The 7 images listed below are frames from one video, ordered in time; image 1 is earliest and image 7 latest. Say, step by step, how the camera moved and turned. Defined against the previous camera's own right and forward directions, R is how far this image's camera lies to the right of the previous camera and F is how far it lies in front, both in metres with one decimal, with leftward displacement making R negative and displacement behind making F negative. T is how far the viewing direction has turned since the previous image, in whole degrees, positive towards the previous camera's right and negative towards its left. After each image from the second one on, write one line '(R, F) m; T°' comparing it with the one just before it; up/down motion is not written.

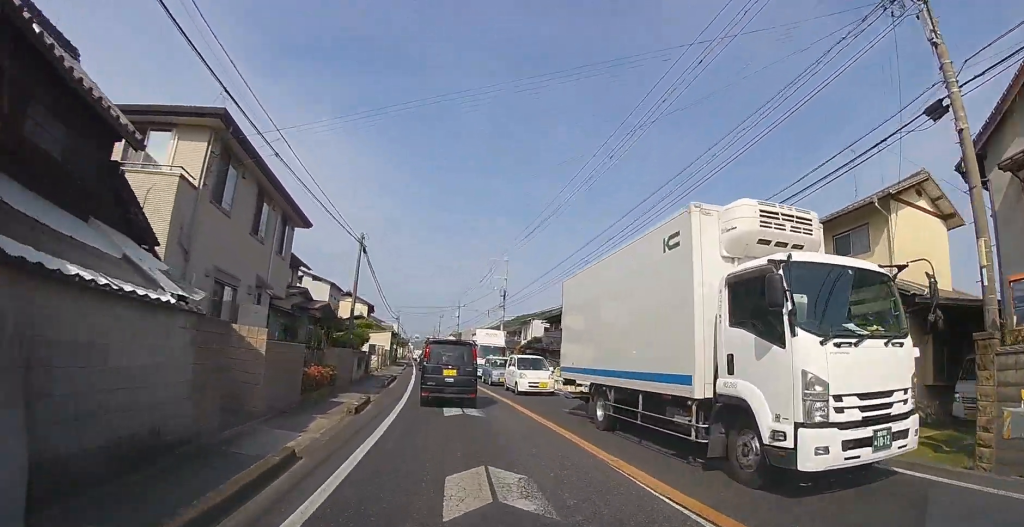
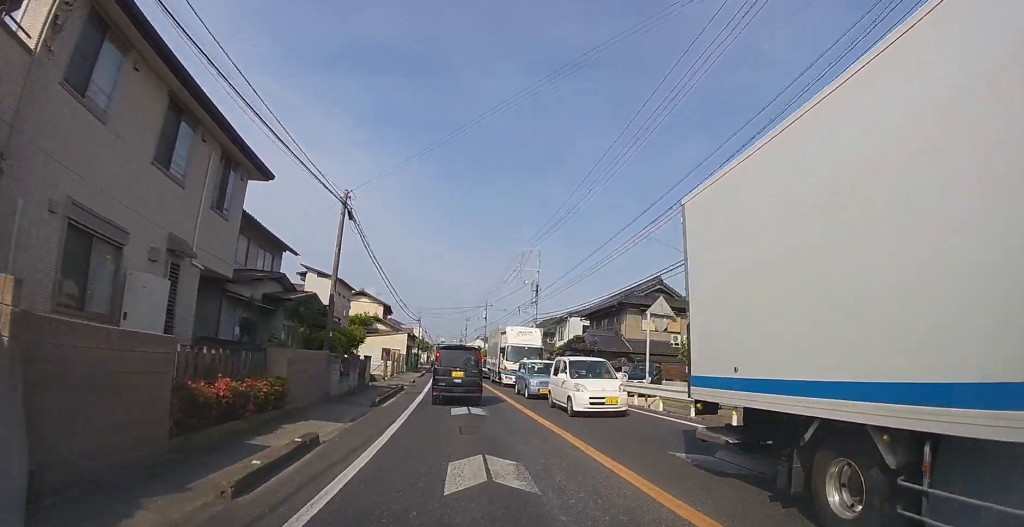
(-0.2, +6.6) m; -2°
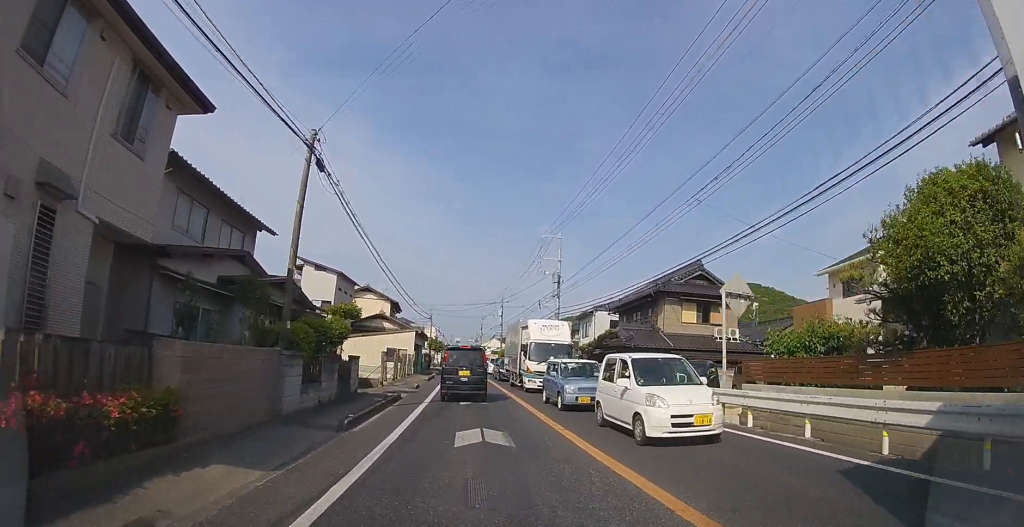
(0.0, +4.5) m; -1°
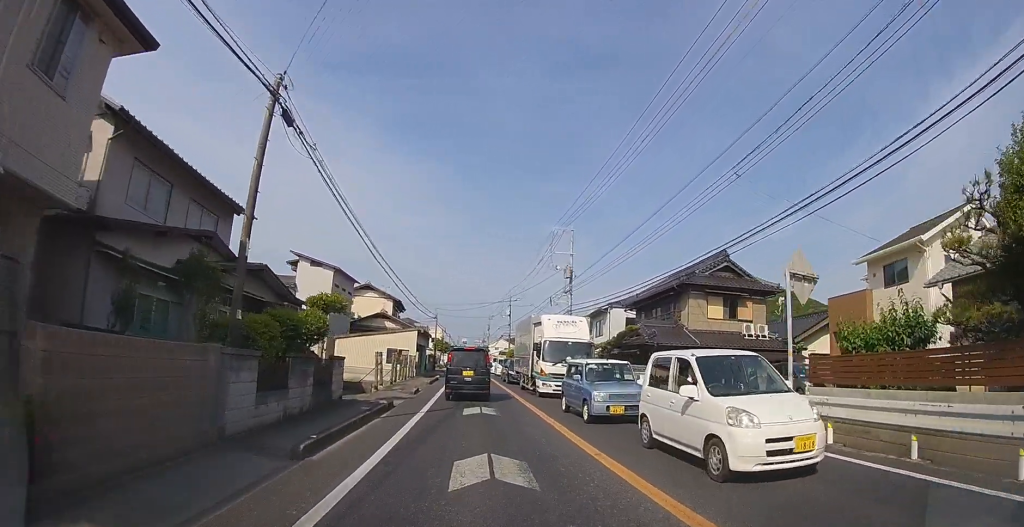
(0.0, +2.5) m; -1°
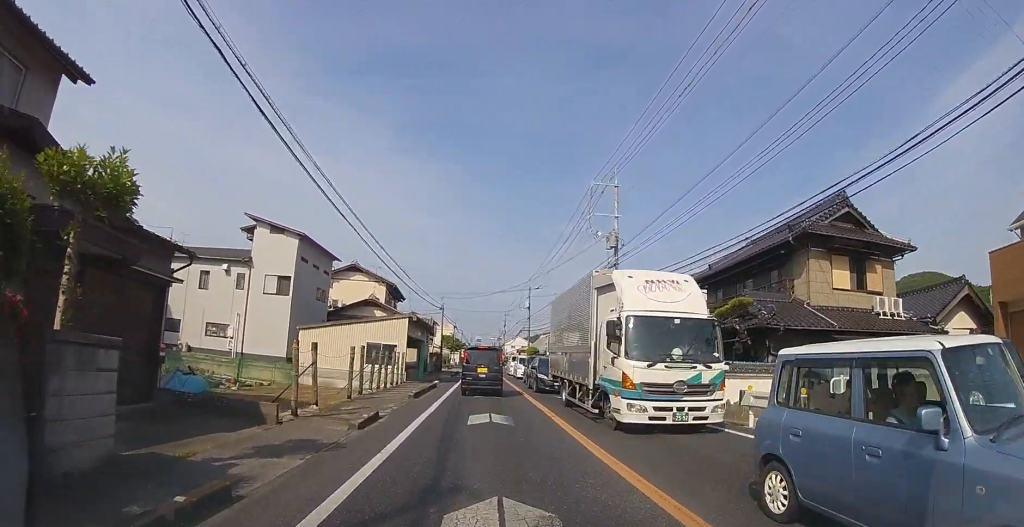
(-0.3, +9.2) m; -3°
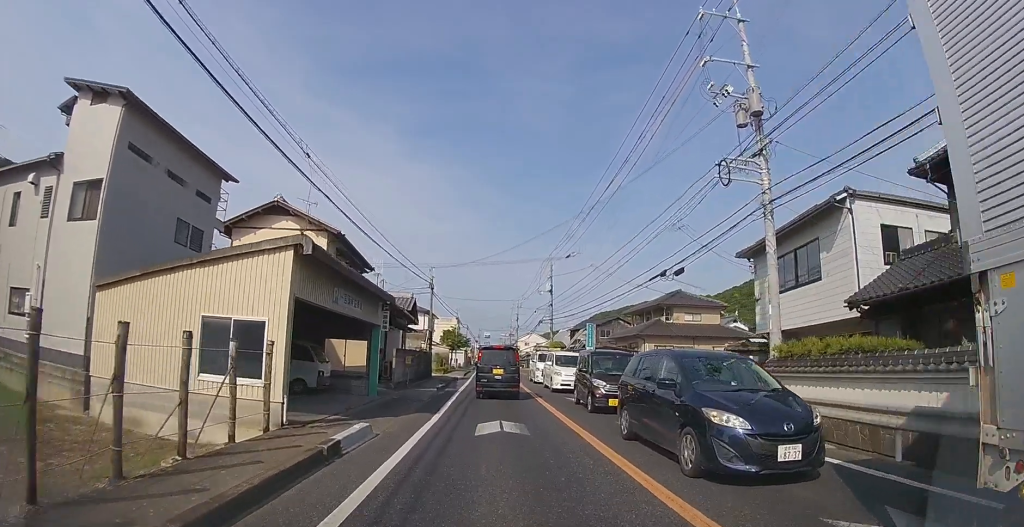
(-0.1, +14.8) m; -1°
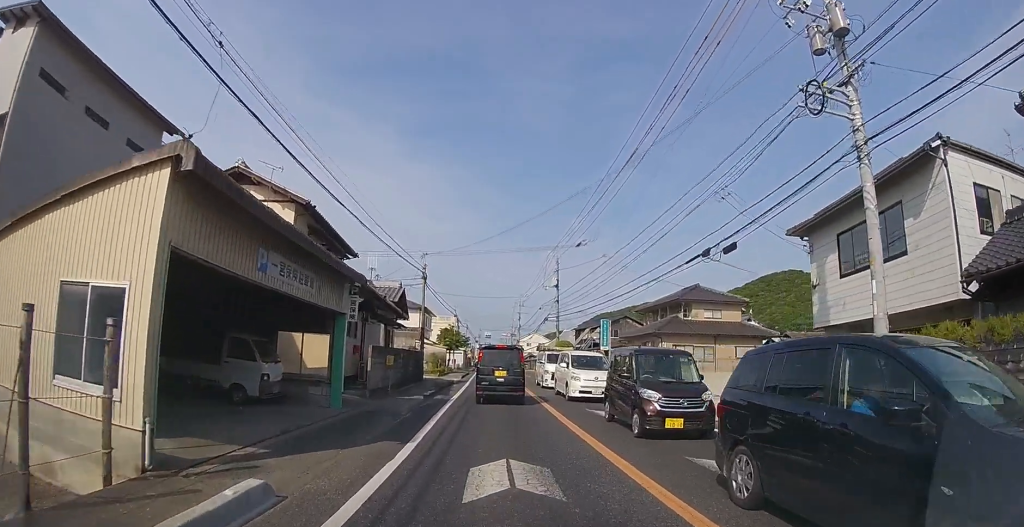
(0.0, +3.5) m; -1°
